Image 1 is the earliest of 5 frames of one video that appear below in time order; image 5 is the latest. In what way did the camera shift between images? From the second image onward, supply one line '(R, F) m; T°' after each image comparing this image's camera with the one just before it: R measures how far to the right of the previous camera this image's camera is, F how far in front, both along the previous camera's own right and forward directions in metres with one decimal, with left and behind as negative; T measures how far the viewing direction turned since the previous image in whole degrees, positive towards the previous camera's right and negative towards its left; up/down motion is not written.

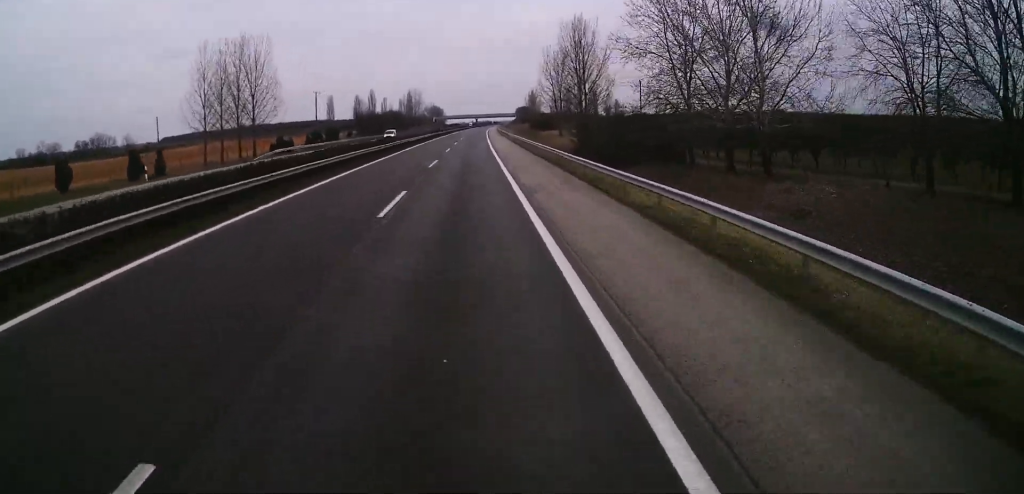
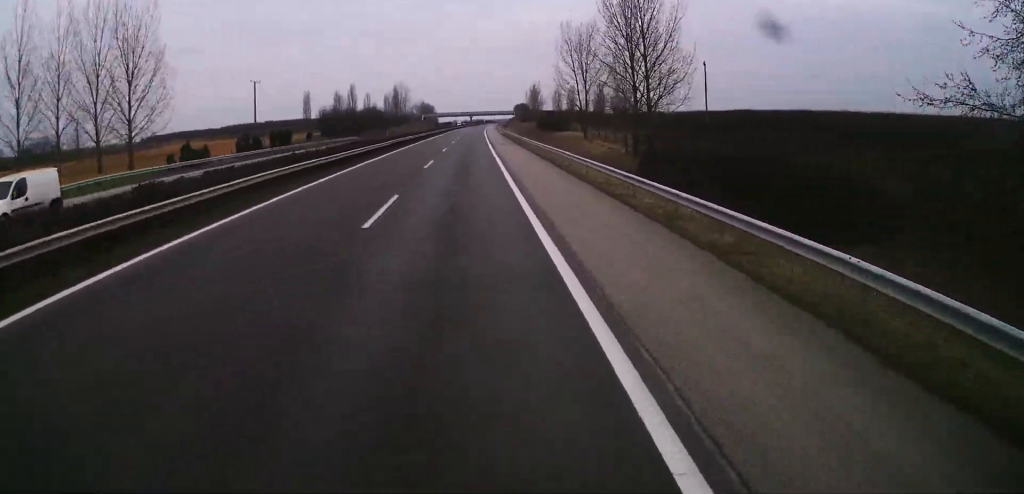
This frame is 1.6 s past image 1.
(+0.3, +37.6) m; 0°
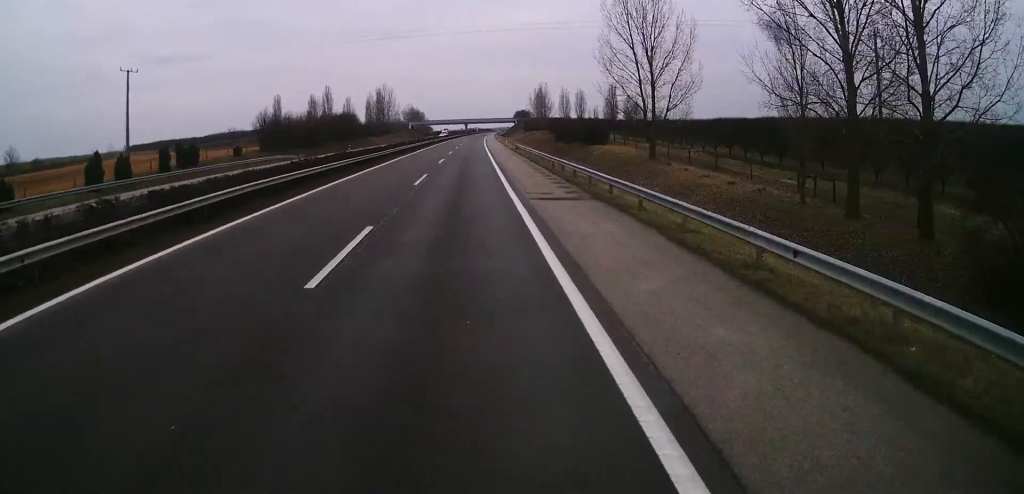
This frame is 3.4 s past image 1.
(+0.4, +40.9) m; +1°
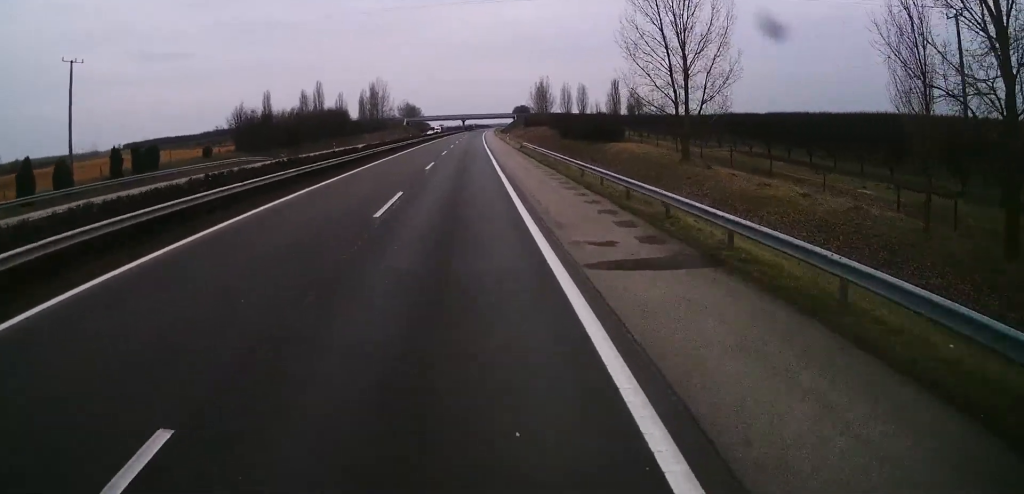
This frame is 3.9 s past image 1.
(-0.1, +10.8) m; 0°
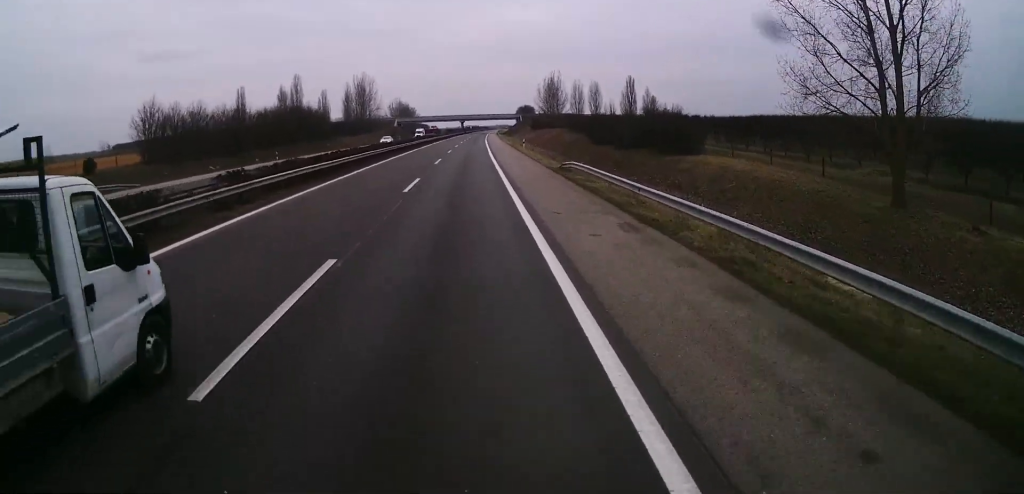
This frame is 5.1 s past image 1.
(+0.2, +29.4) m; 0°
